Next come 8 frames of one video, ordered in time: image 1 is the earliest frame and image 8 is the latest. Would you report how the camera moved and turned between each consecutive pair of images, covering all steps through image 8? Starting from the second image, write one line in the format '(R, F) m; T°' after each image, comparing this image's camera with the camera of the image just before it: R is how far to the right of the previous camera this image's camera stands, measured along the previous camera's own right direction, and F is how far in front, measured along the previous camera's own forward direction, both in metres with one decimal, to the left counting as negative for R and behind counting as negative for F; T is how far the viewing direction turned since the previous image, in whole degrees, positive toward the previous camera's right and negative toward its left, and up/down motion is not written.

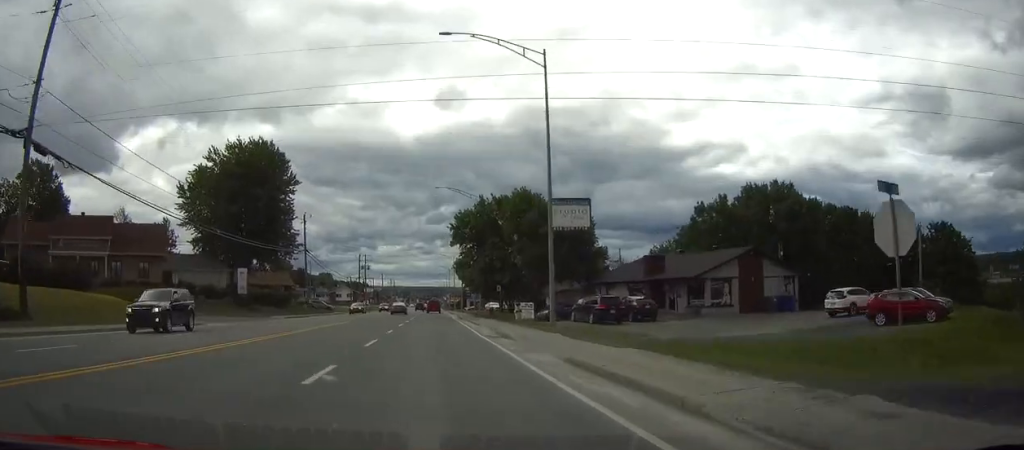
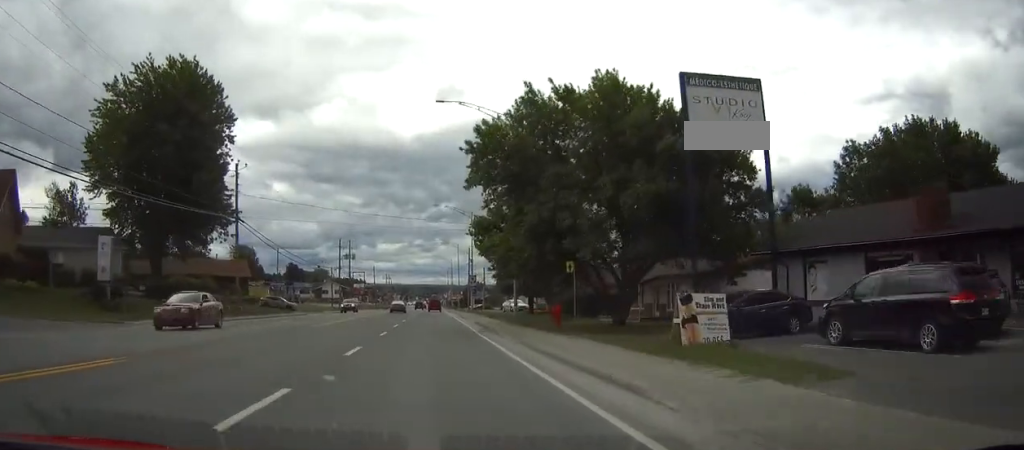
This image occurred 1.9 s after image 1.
(-0.1, +30.4) m; 0°
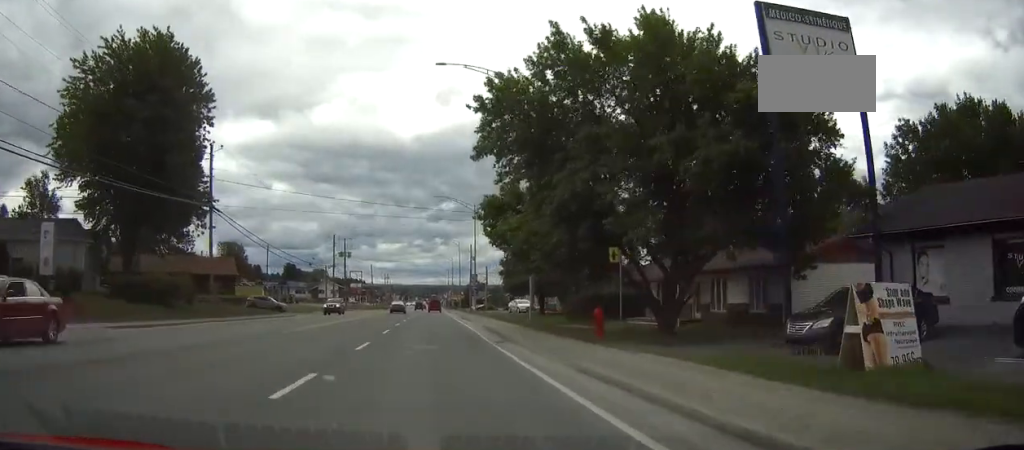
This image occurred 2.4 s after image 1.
(0.0, +6.8) m; 0°
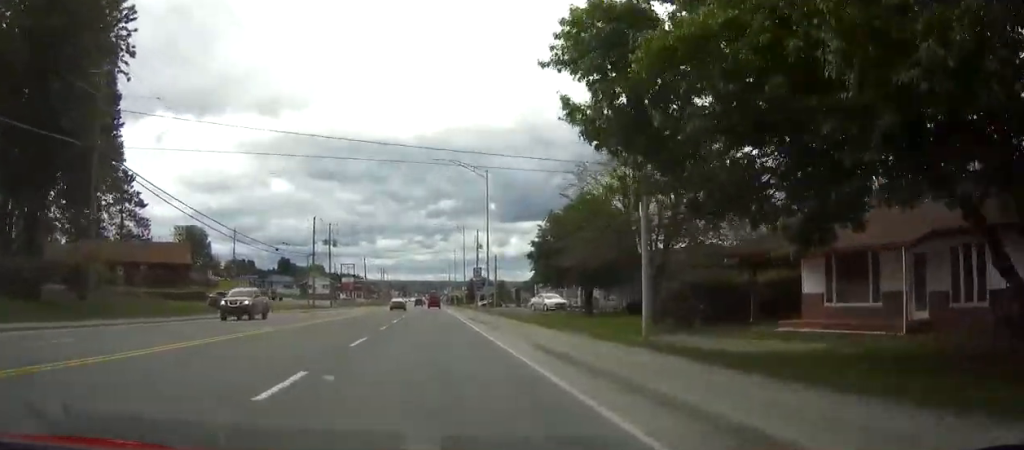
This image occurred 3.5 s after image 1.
(0.0, +18.4) m; 0°
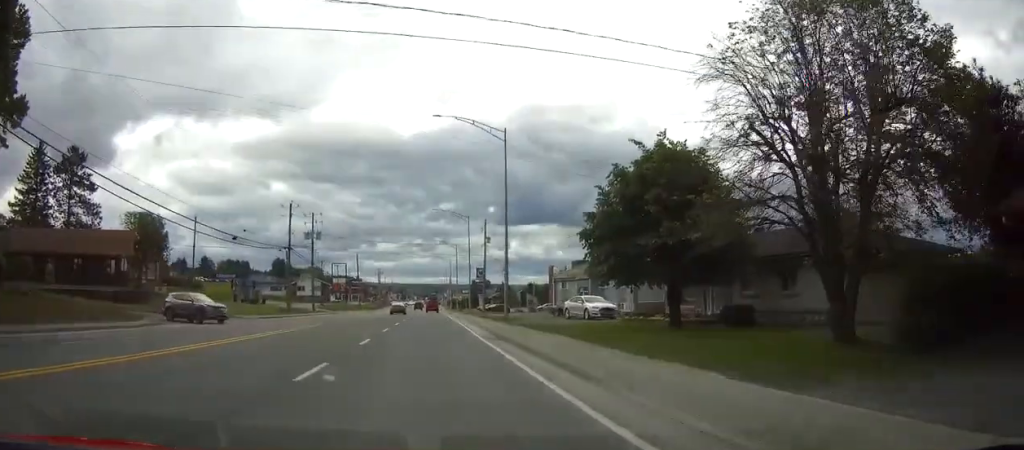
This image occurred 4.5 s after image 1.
(0.0, +15.4) m; 0°
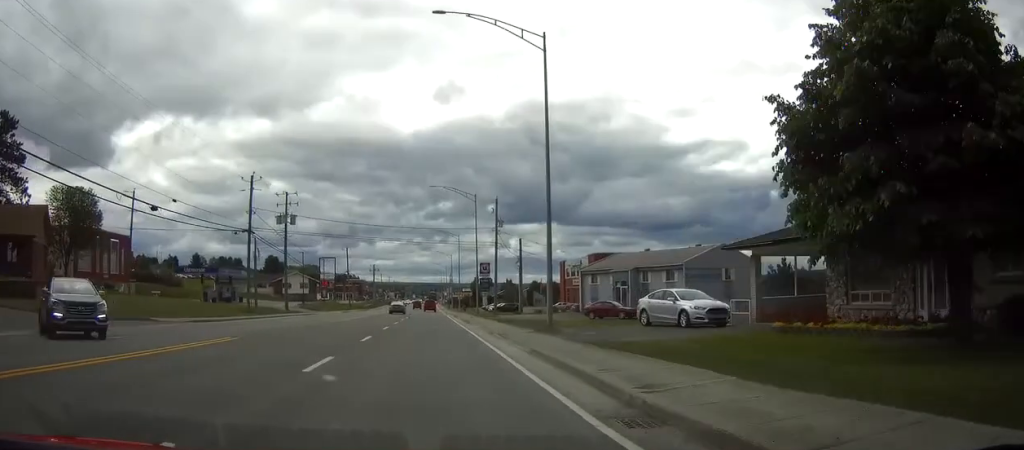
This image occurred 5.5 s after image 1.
(0.0, +16.5) m; 0°
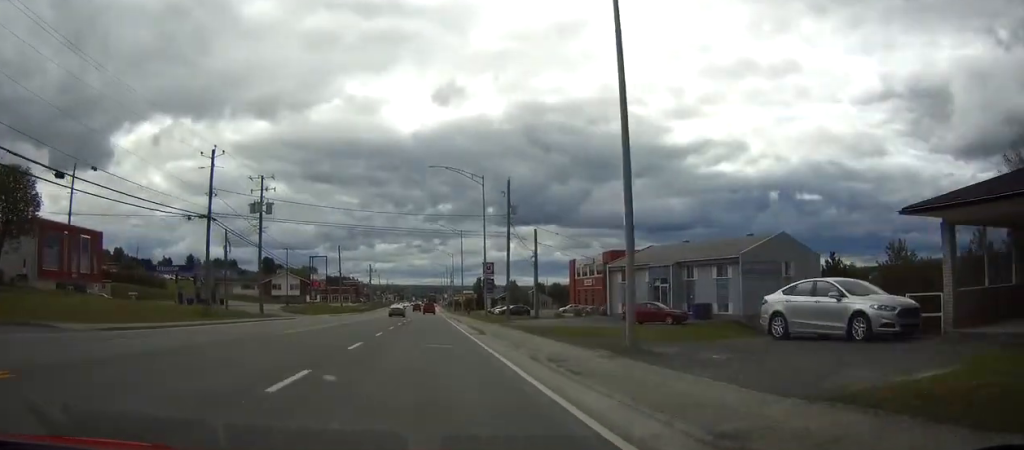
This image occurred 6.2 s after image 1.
(0.0, +11.3) m; 0°
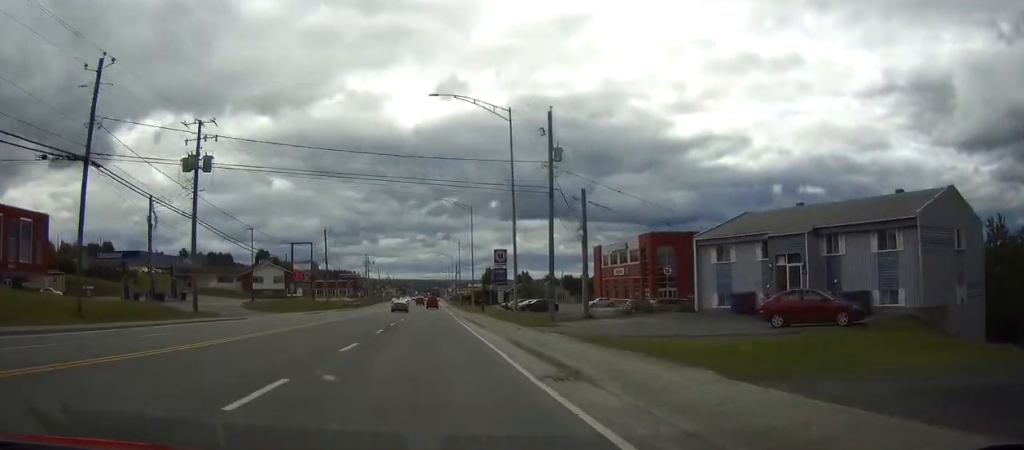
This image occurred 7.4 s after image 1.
(0.0, +19.6) m; 0°
